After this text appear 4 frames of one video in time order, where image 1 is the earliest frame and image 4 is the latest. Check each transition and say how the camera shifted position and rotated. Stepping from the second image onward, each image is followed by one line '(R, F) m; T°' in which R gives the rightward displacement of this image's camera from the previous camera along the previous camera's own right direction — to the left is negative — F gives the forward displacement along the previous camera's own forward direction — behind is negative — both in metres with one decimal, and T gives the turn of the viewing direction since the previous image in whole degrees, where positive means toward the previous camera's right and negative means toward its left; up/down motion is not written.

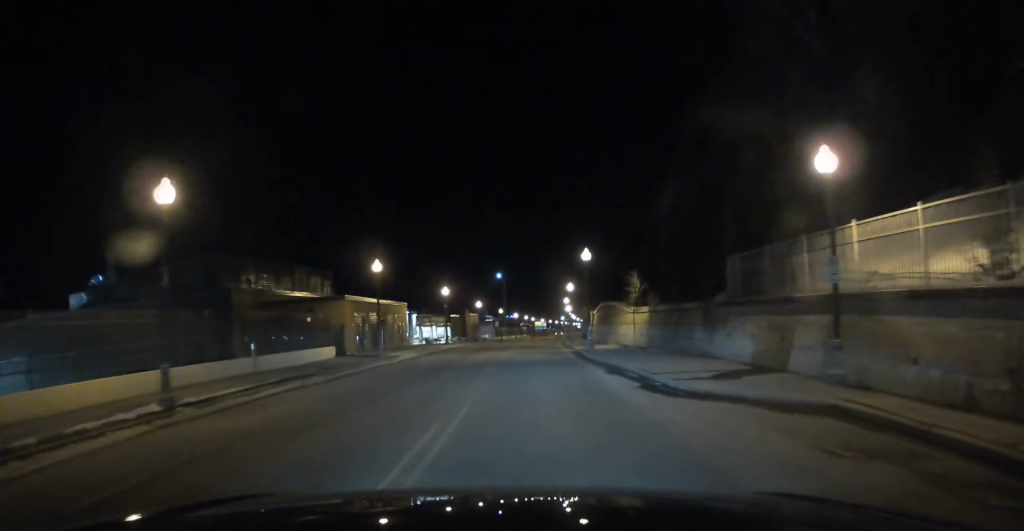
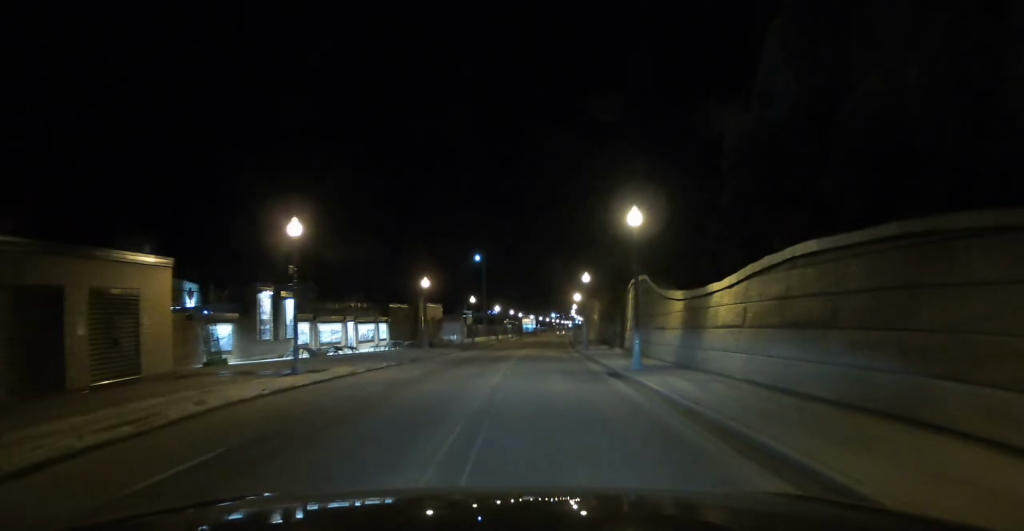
(+0.8, +38.7) m; +2°
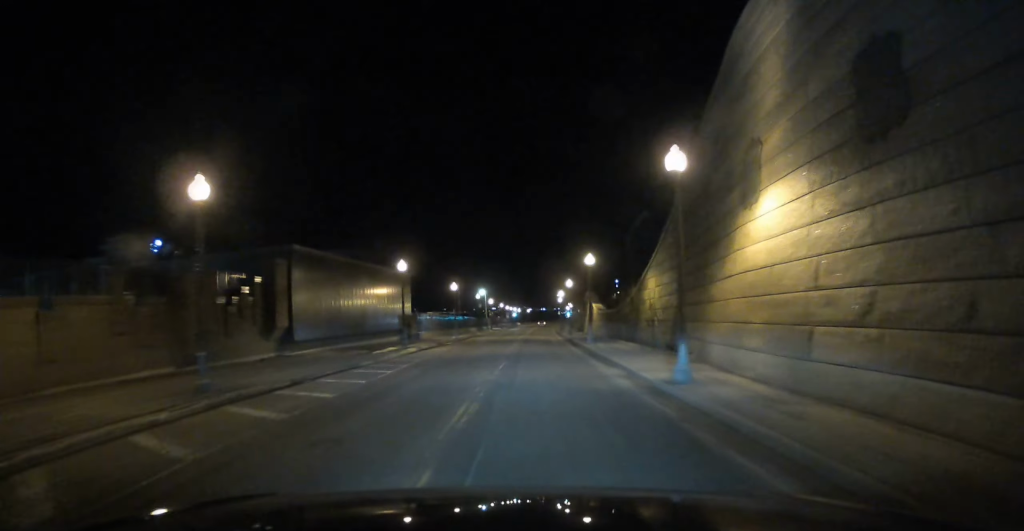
(+6.7, +155.8) m; +5°
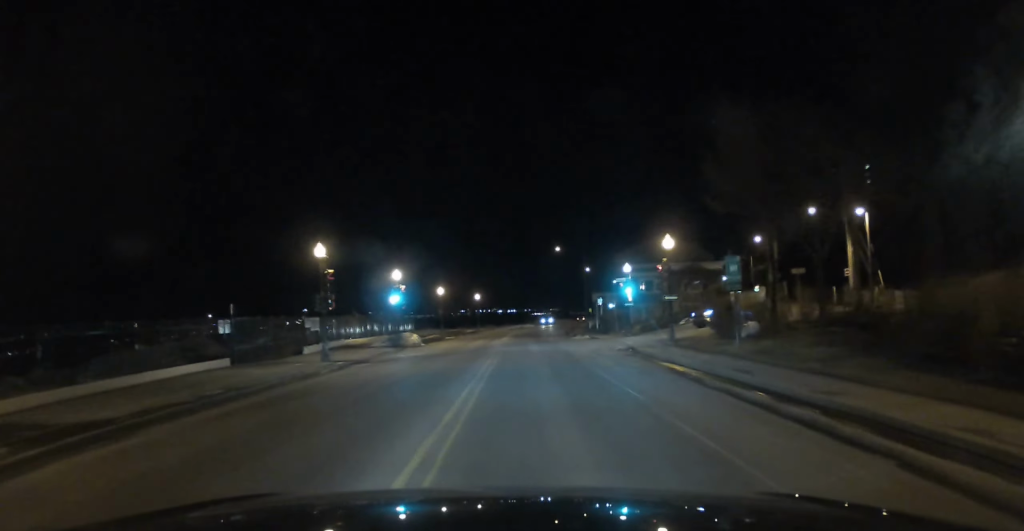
(+3.8, +159.8) m; +2°
